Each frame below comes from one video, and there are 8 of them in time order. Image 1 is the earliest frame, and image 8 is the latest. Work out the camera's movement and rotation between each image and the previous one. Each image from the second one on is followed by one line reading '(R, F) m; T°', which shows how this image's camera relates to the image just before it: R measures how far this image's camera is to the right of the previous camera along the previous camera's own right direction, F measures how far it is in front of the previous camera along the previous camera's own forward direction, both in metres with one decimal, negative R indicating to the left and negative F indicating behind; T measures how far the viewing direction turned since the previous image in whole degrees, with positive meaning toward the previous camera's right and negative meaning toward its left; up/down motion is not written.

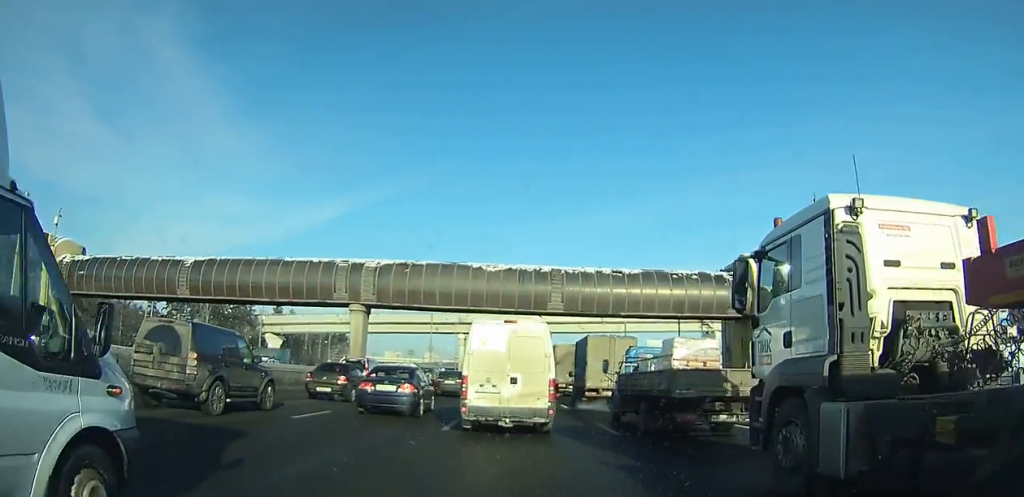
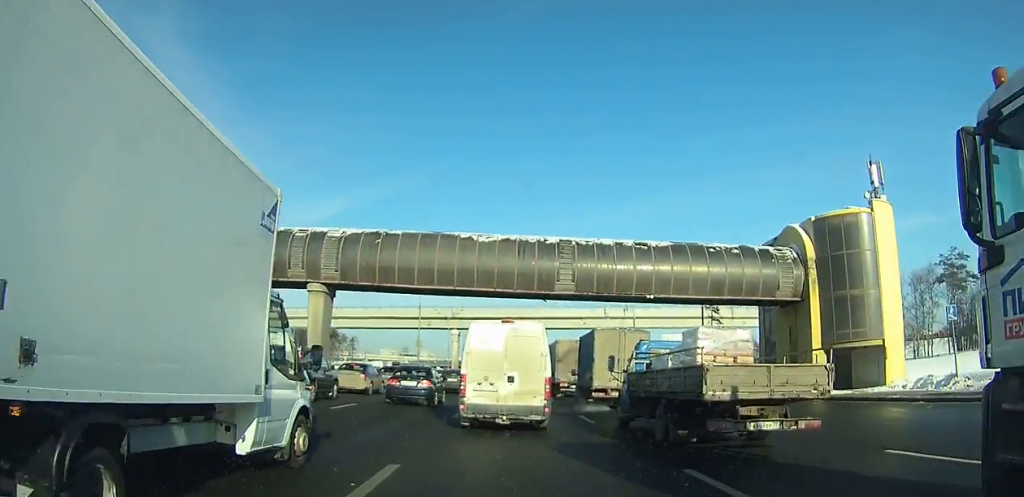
(0.0, +5.2) m; 0°
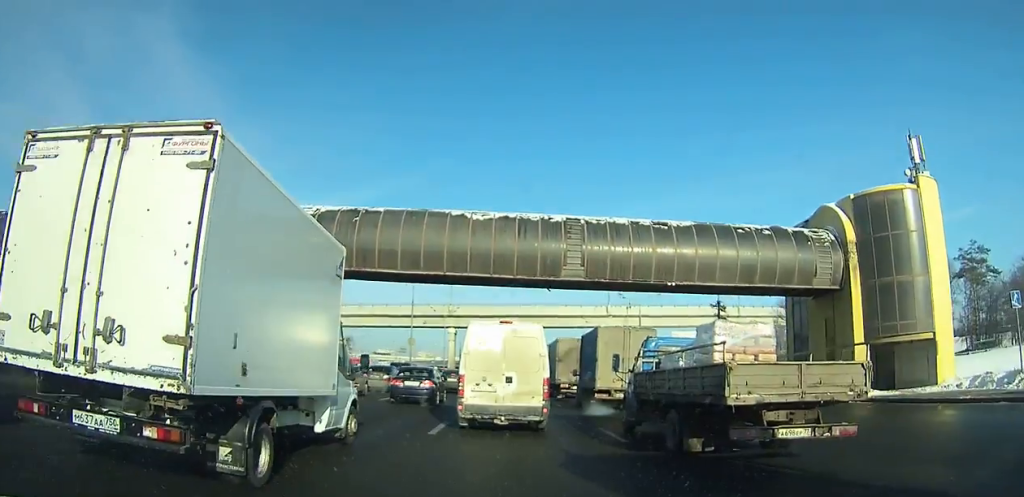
(0.0, +3.0) m; 0°
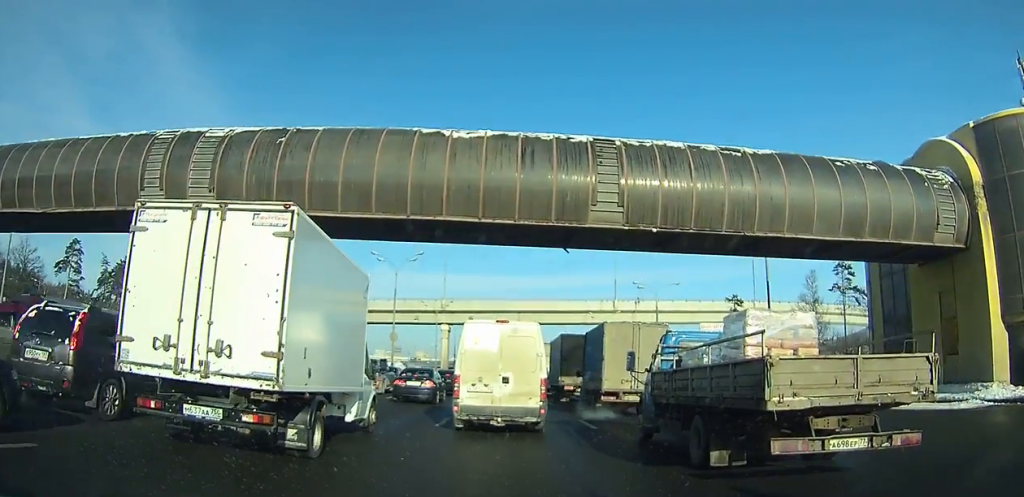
(0.0, +6.6) m; 0°
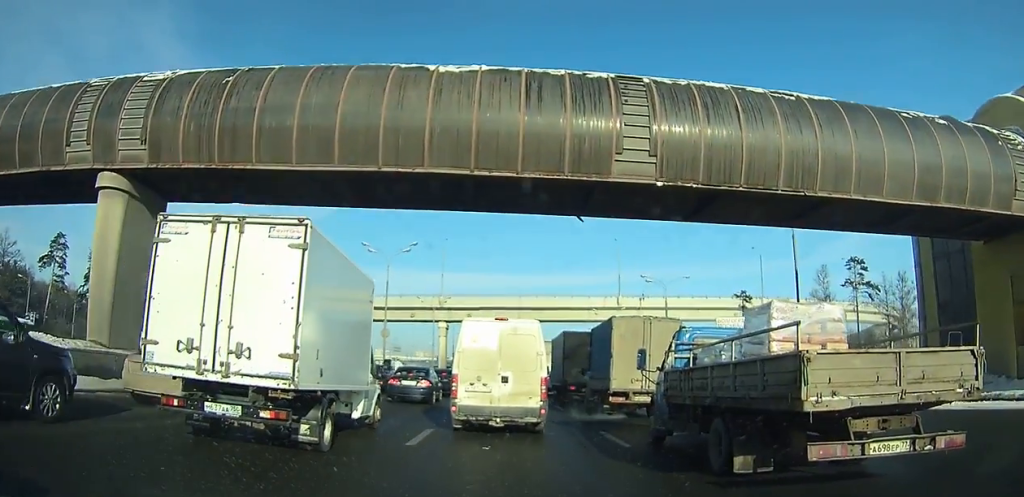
(0.0, +2.9) m; 0°
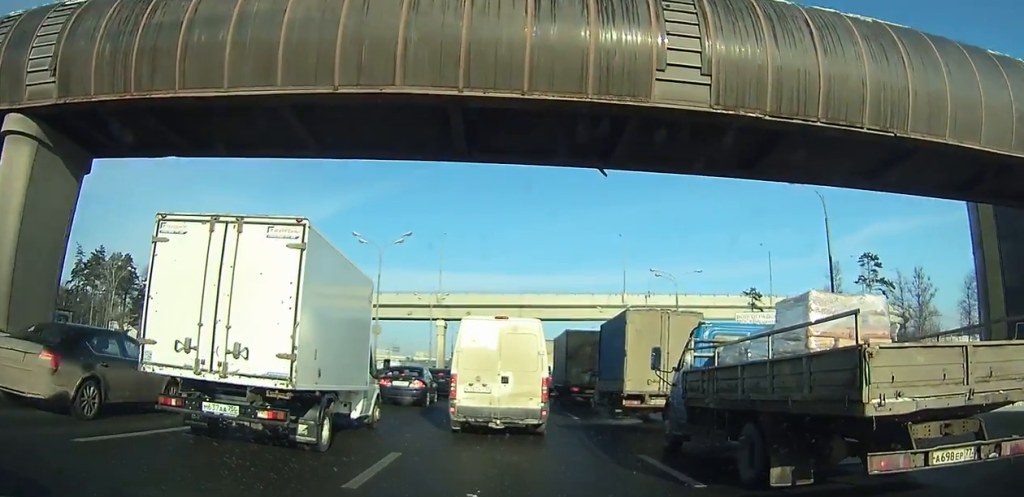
(0.0, +3.0) m; 0°
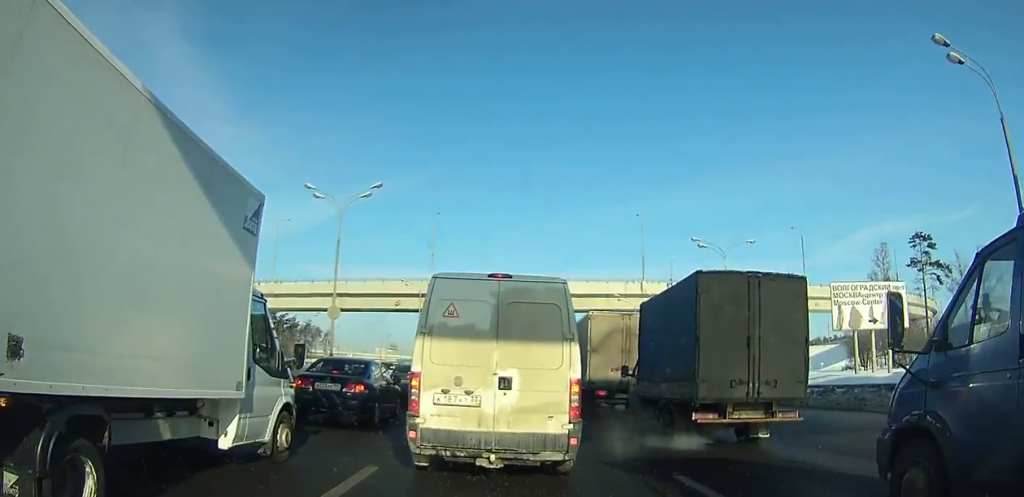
(0.0, +13.9) m; 0°
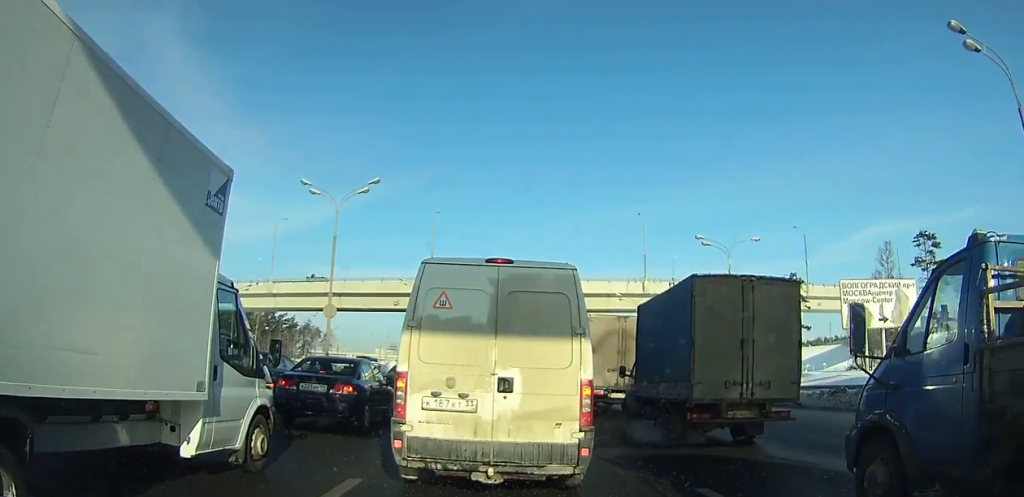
(0.0, +5.9) m; 0°
